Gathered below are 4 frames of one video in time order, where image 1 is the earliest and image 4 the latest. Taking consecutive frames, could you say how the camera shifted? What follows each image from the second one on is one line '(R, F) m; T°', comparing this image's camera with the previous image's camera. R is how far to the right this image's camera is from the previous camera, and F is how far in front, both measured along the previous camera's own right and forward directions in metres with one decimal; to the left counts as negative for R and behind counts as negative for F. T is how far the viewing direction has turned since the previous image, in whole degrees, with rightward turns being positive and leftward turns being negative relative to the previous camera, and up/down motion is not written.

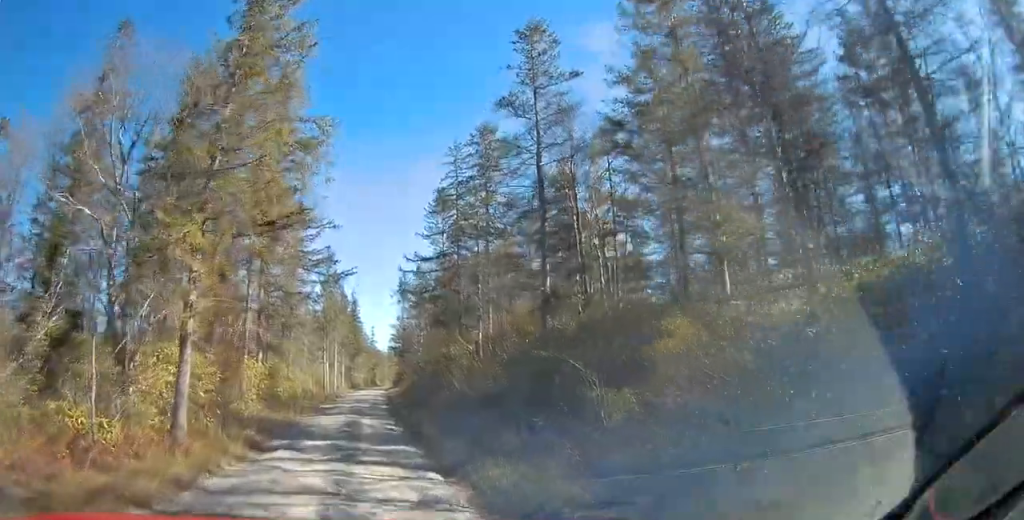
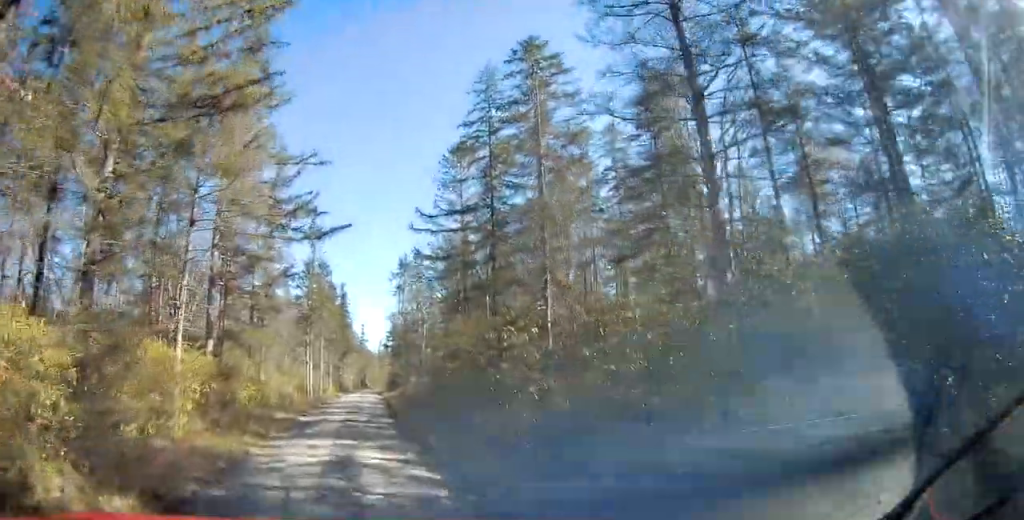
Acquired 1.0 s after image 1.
(+0.2, +9.7) m; +2°
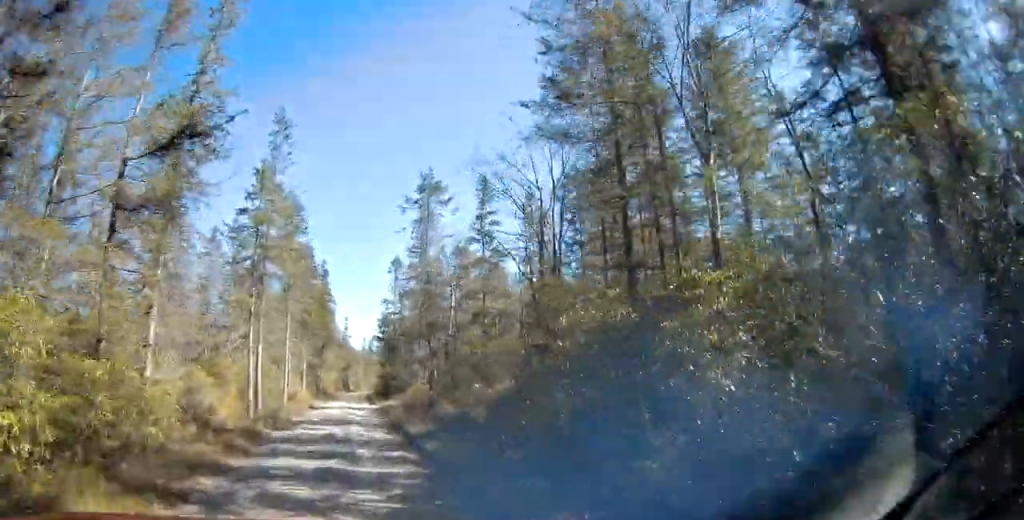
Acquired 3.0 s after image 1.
(+0.1, +19.1) m; 0°
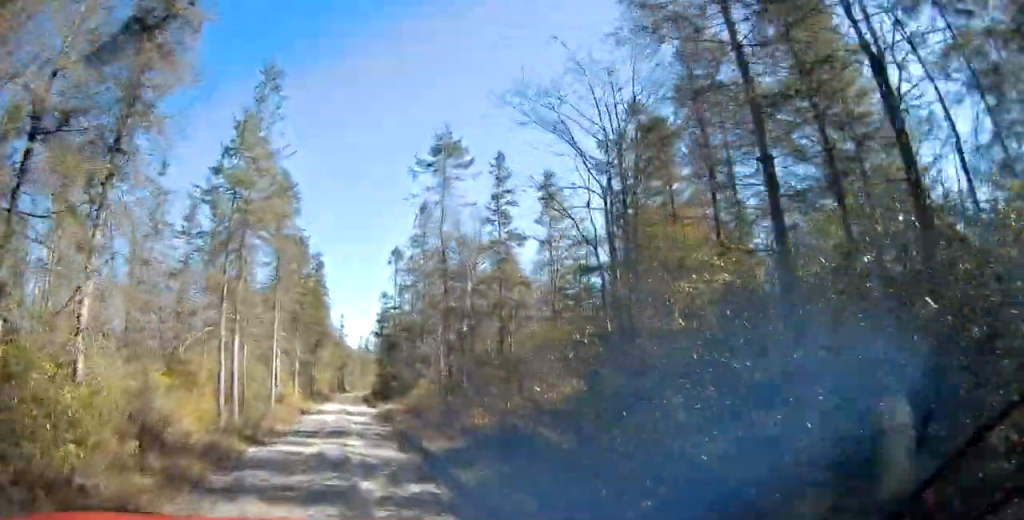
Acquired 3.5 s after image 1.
(+0.1, +4.7) m; 0°
